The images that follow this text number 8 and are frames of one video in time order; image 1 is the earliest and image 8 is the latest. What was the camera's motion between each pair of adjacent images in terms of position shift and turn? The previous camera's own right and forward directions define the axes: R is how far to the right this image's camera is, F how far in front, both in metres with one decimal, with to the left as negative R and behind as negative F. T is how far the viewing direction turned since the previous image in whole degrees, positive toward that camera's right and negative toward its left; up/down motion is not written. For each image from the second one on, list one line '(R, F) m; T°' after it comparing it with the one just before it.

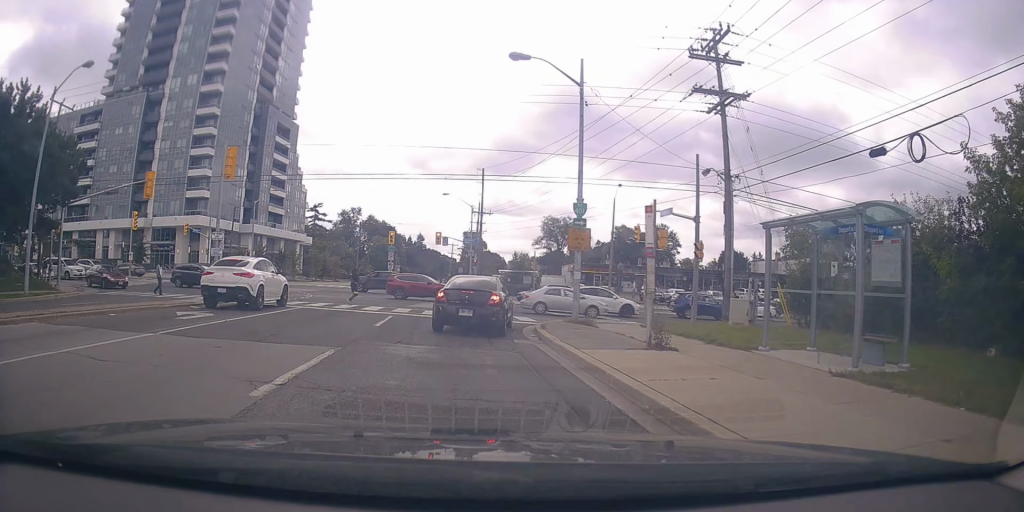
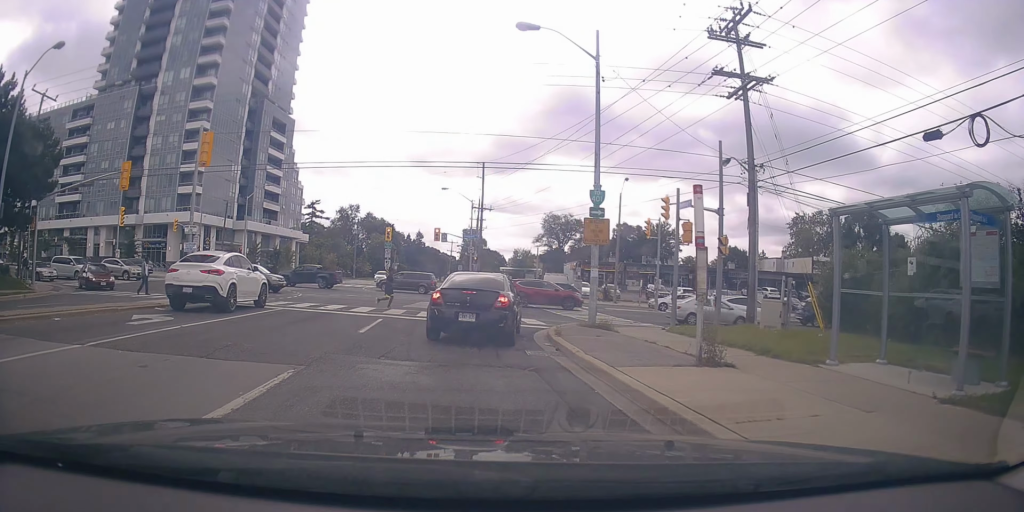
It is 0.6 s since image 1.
(+0.3, +2.2) m; +3°
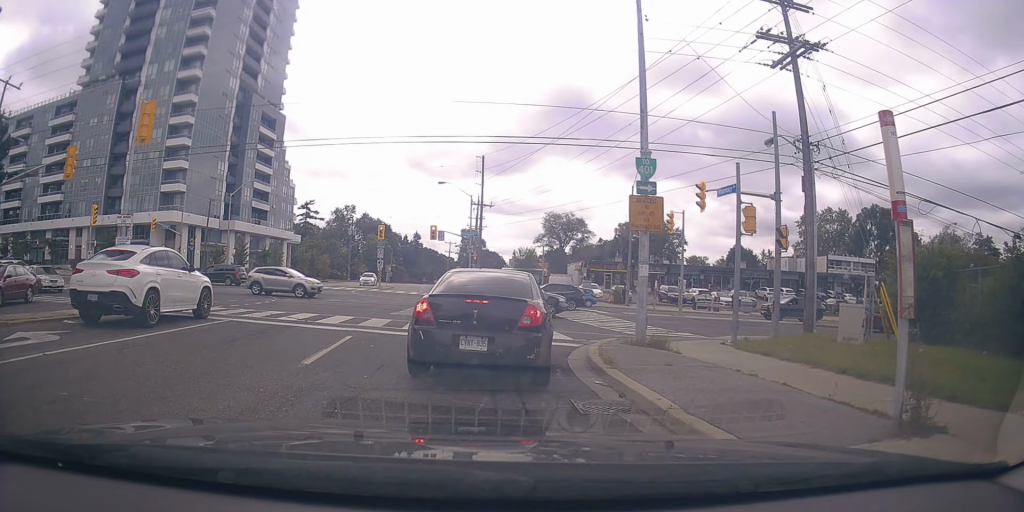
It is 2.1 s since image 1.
(-0.1, +4.1) m; -3°
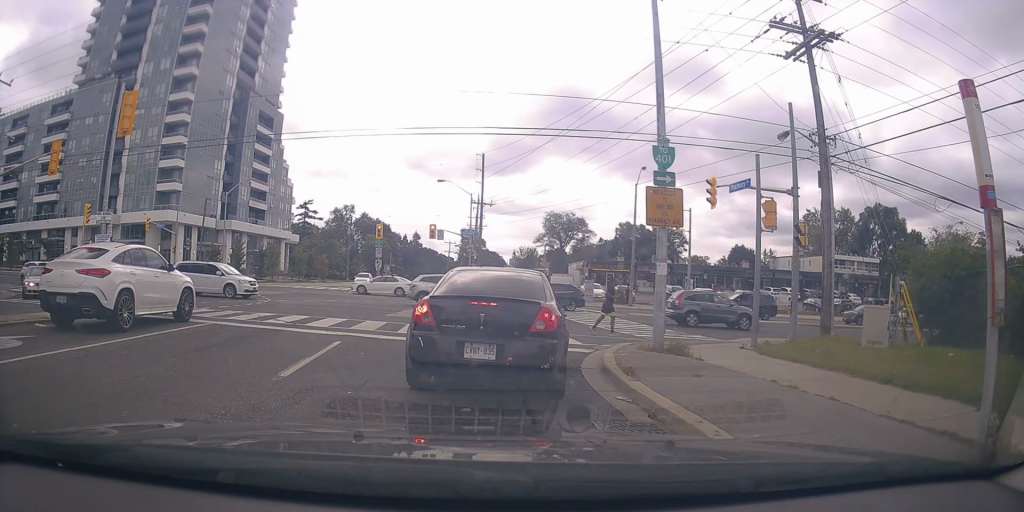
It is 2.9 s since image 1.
(0.0, +1.3) m; 0°
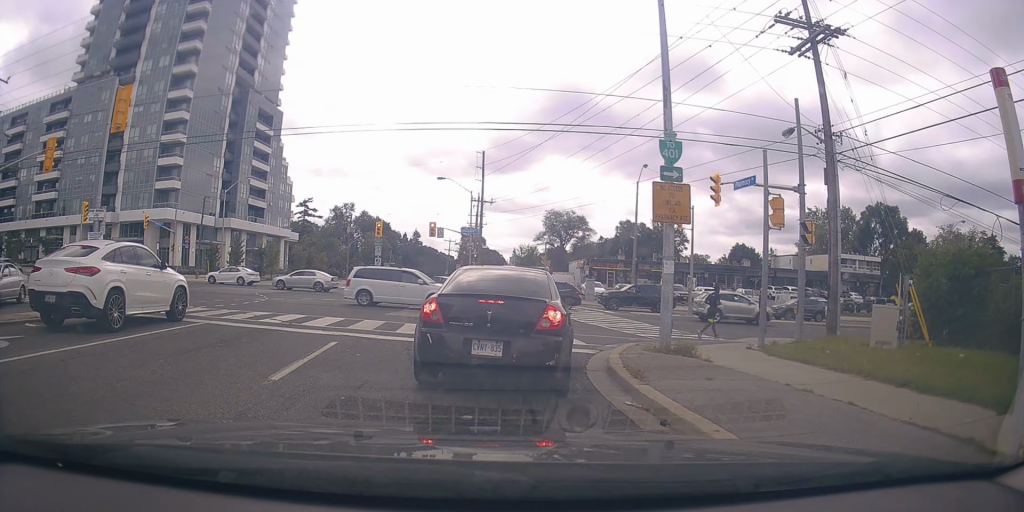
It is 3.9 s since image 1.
(+0.1, +0.2) m; 0°
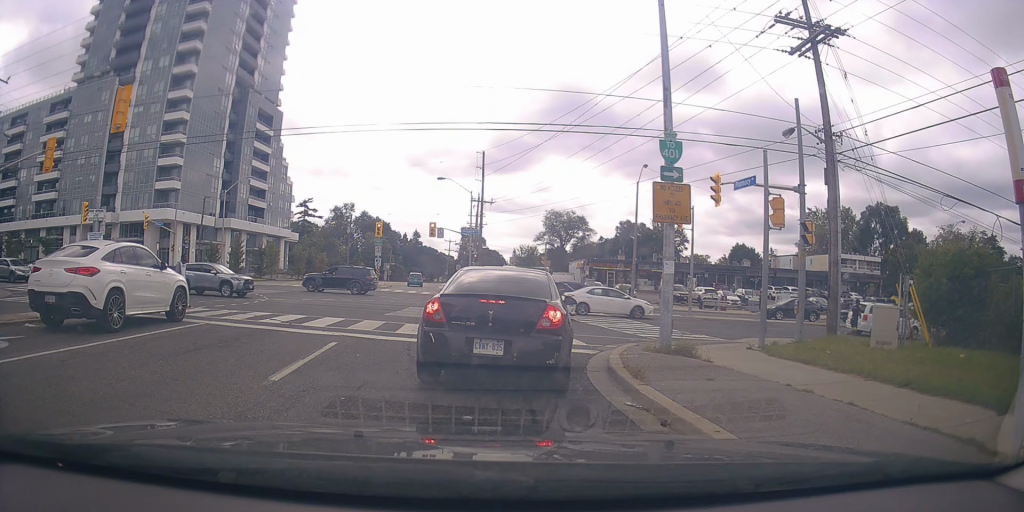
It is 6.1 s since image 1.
(0.0, 0.0) m; 0°
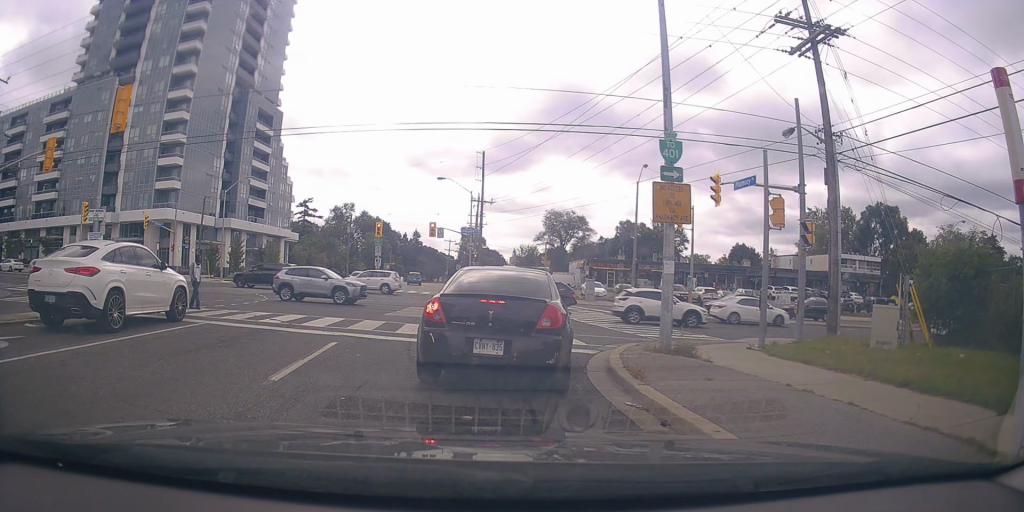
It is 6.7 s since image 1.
(0.0, 0.0) m; 0°
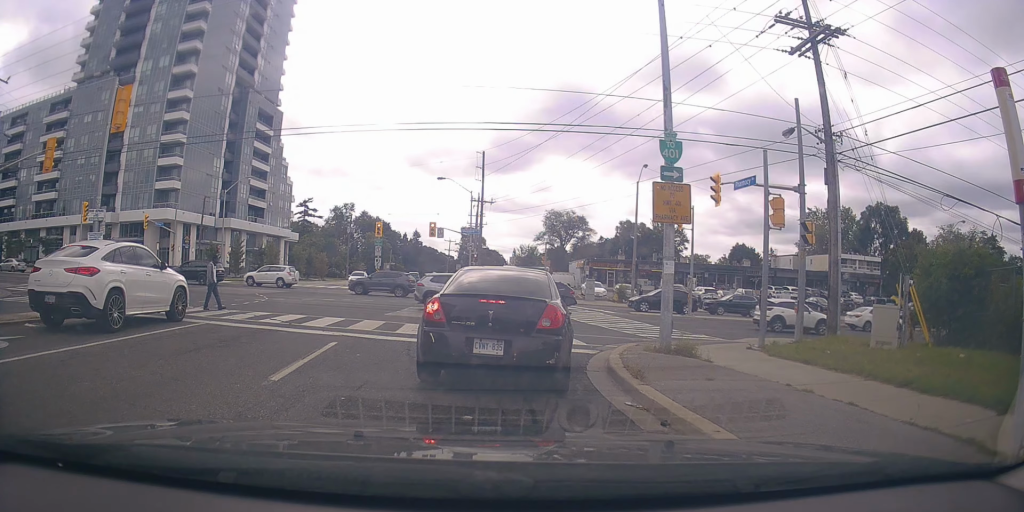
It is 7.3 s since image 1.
(0.0, 0.0) m; 0°
